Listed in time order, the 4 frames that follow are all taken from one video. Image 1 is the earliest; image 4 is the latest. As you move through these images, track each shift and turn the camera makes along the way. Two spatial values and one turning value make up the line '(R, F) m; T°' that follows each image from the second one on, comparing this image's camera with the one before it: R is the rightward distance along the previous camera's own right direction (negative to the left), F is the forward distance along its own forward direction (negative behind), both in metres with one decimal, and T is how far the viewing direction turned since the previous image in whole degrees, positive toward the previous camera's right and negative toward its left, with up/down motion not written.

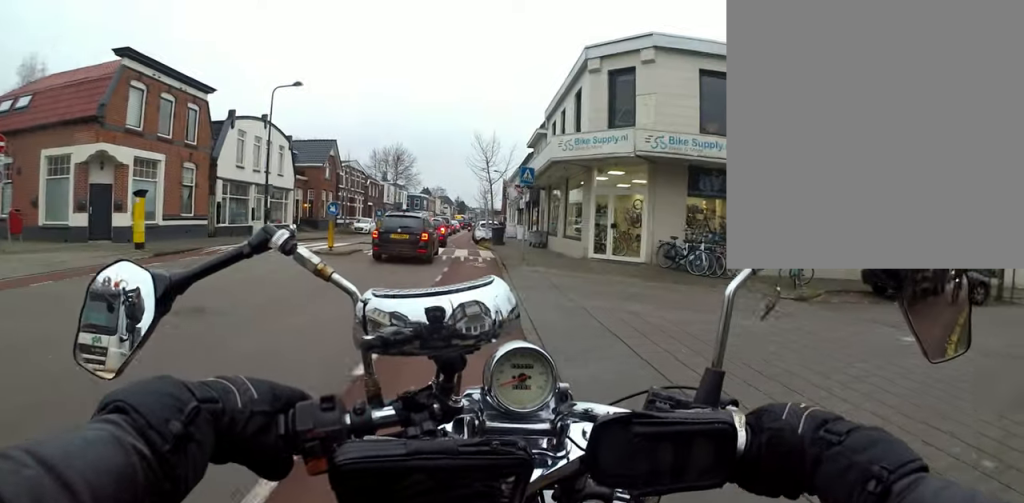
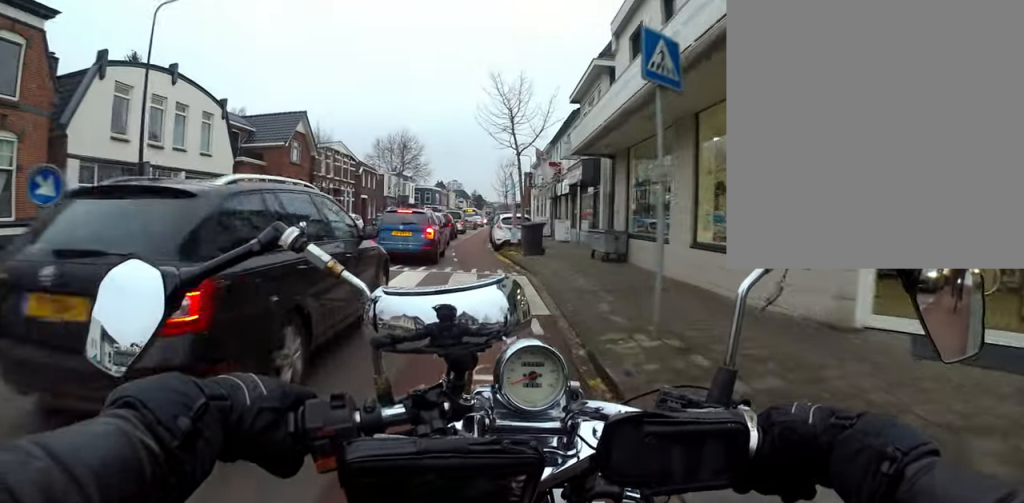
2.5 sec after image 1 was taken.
(+1.5, +10.7) m; +13°
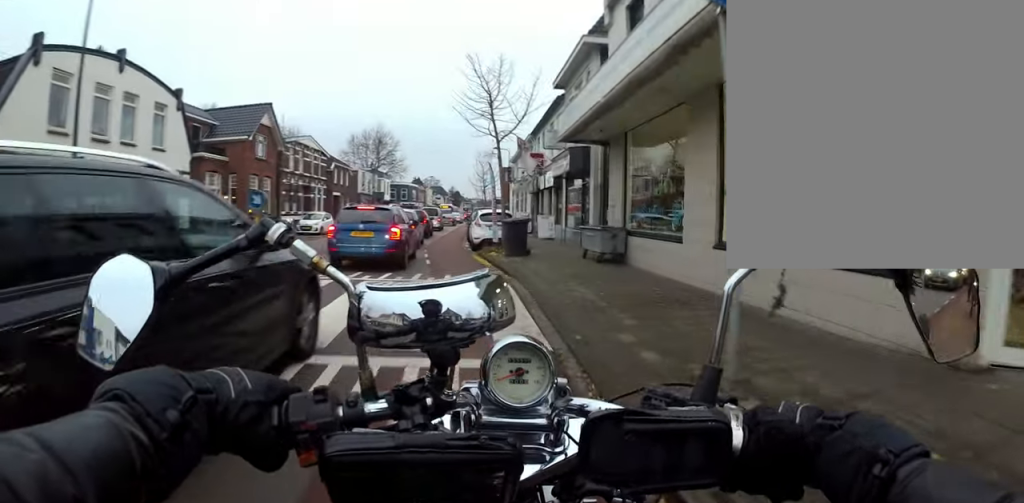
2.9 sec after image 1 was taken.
(-0.1, +1.9) m; -1°
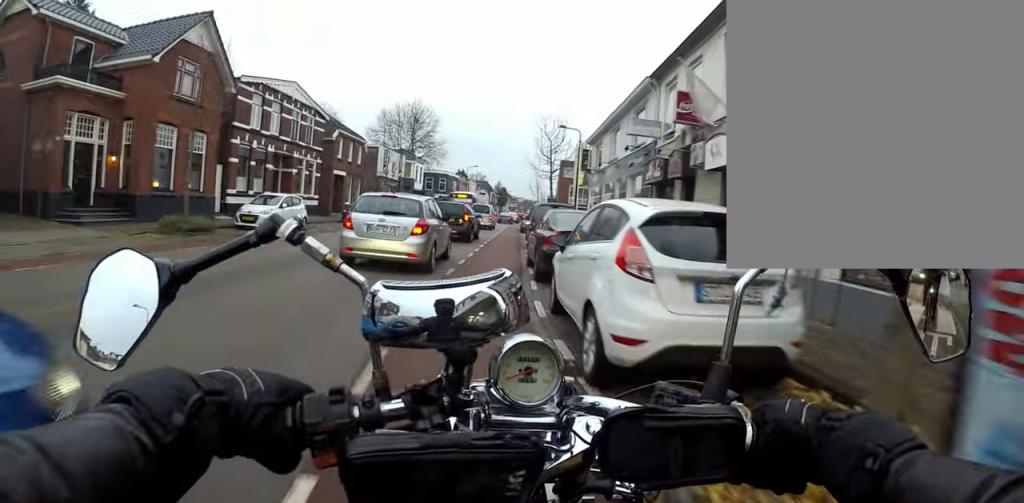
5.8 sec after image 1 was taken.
(+0.4, +13.4) m; -4°
